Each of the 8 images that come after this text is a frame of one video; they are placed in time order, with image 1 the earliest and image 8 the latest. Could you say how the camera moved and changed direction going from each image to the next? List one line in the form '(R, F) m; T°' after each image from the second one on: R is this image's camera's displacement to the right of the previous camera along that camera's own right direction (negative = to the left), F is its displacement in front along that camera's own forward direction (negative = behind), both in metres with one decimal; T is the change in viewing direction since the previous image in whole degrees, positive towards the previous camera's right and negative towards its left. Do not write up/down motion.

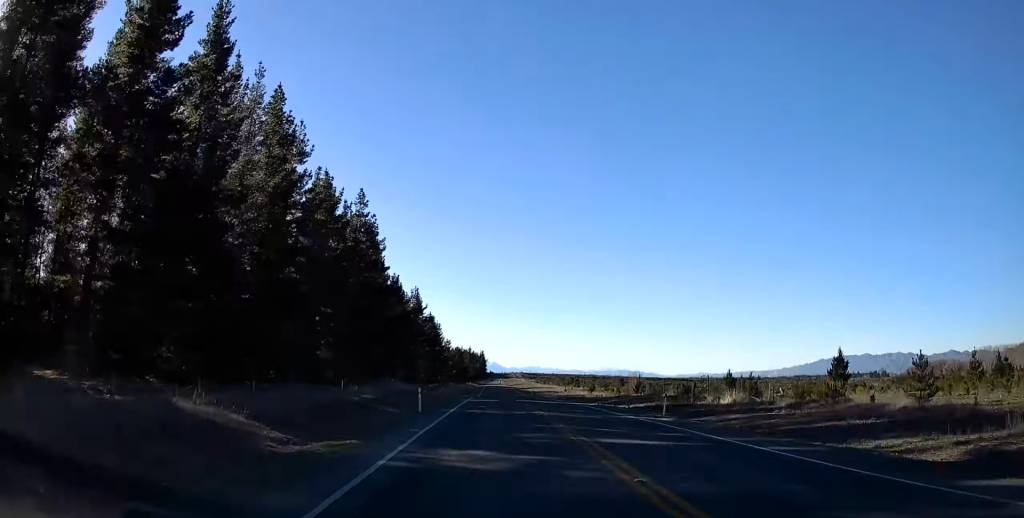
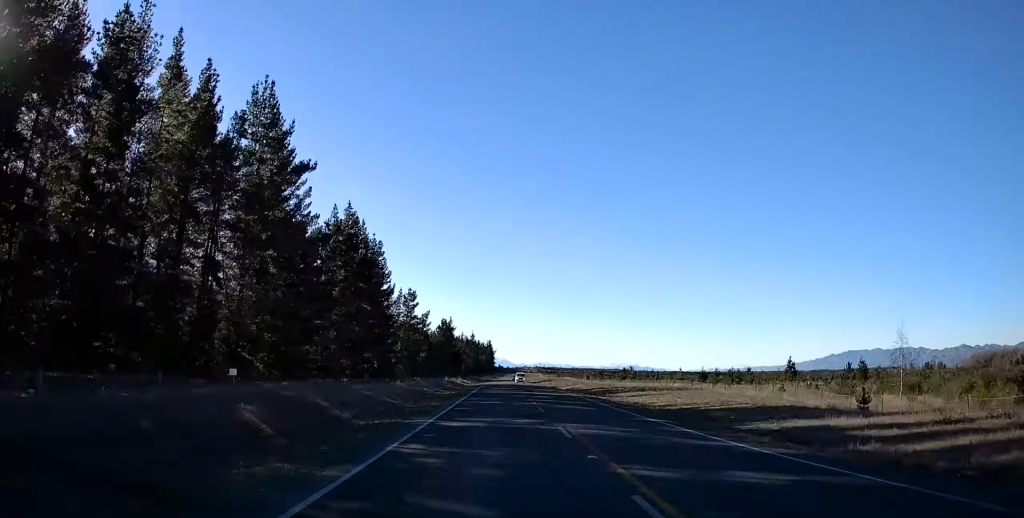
(-0.9, +120.2) m; -1°
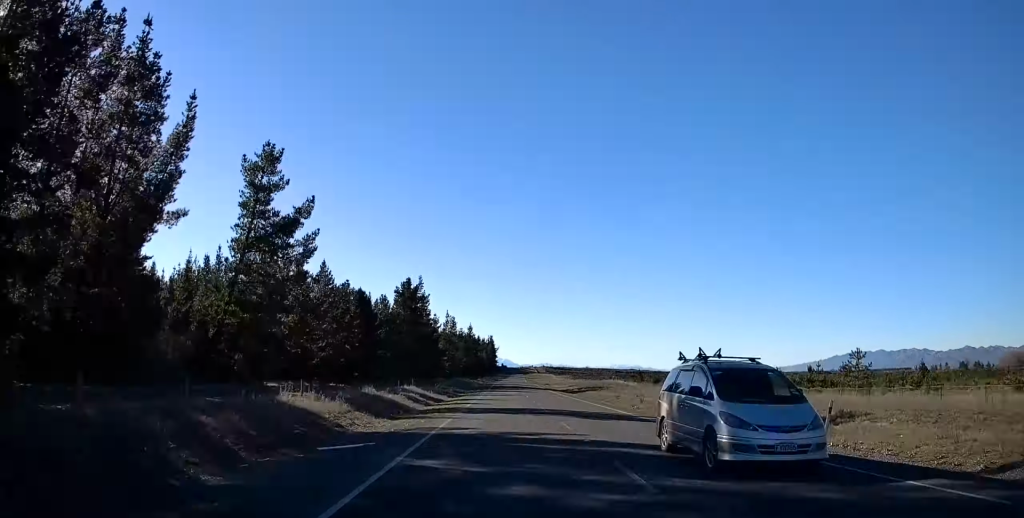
(-0.3, +76.3) m; 0°
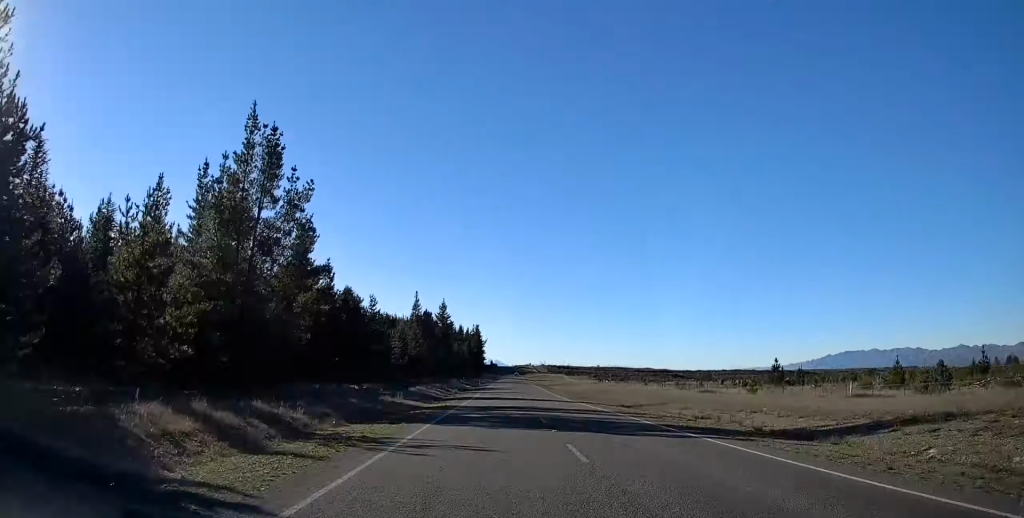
(+0.4, +116.1) m; +1°
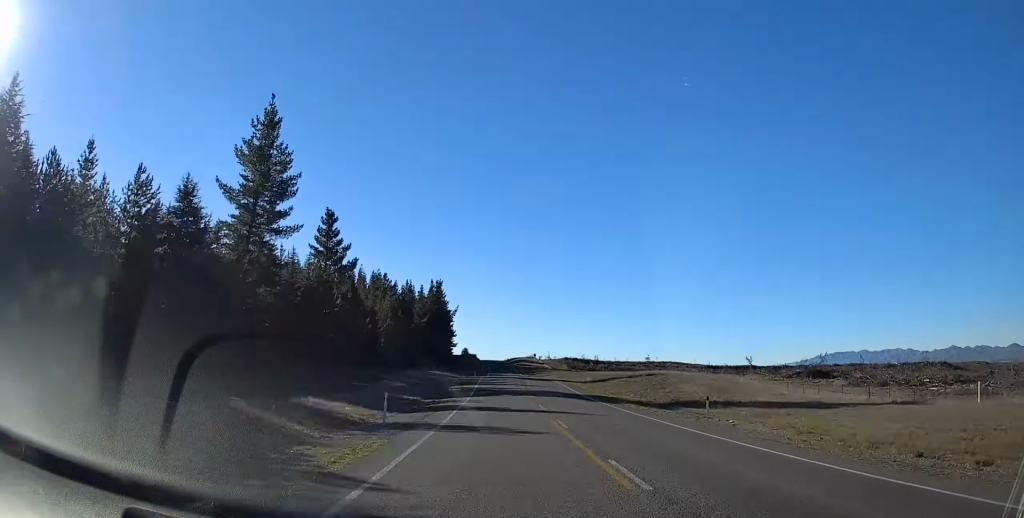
(+2.0, +181.0) m; +1°
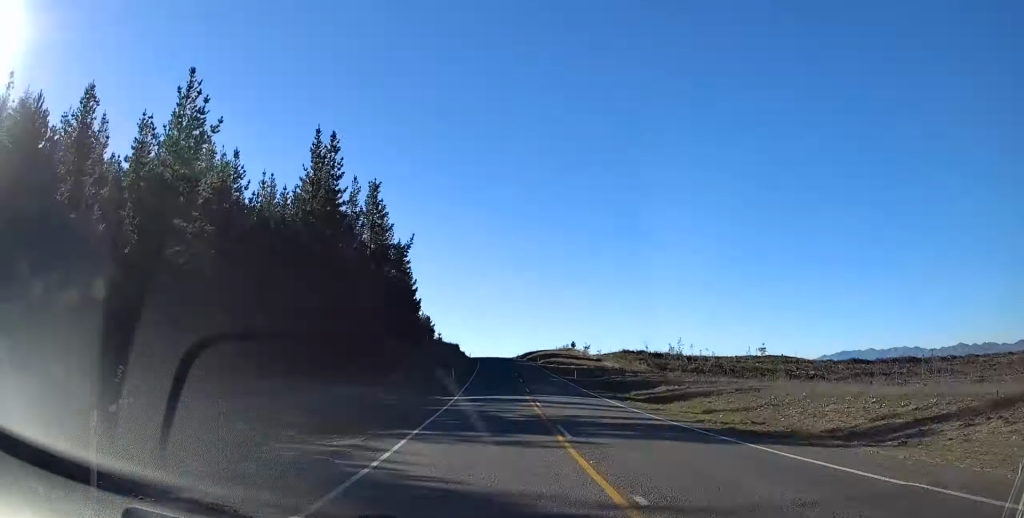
(-0.2, +115.2) m; -1°
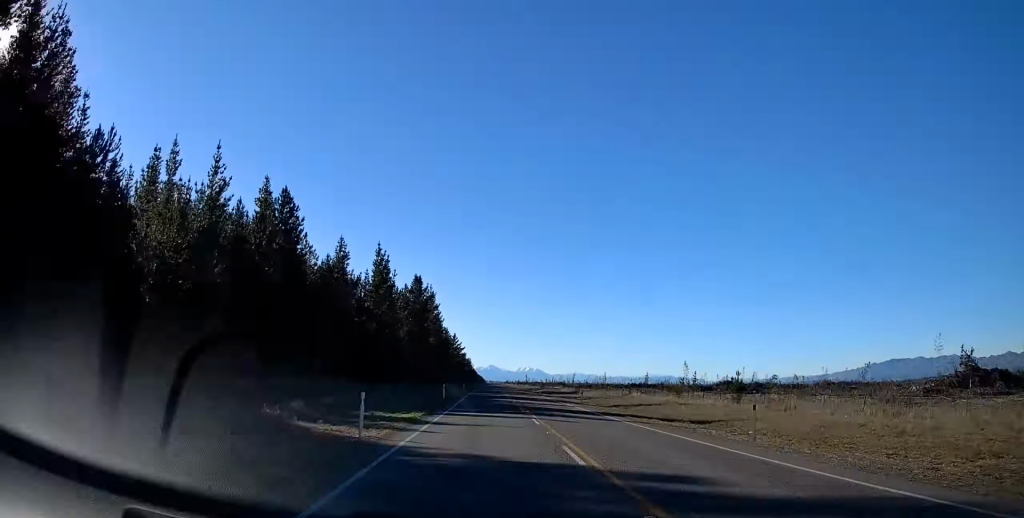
(-5.0, +165.7) m; -3°
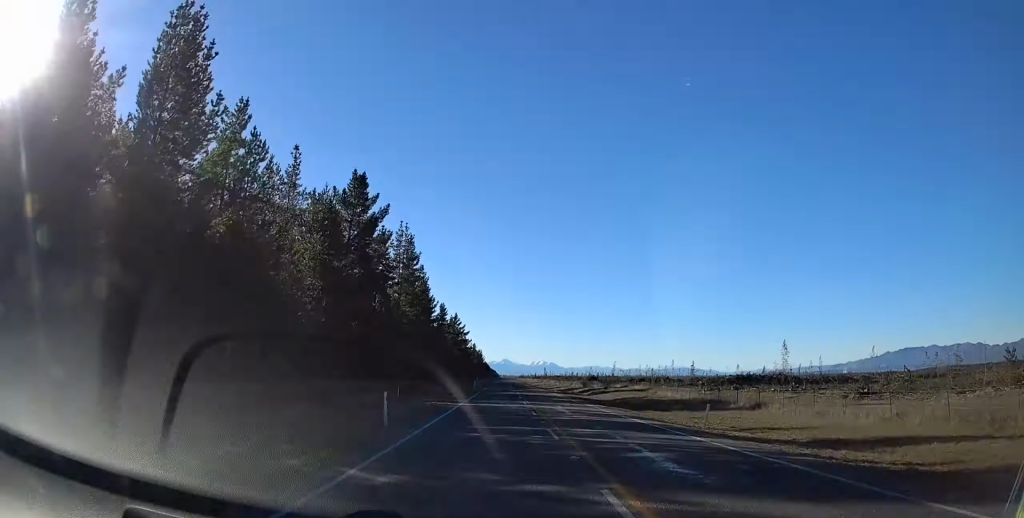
(-0.3, +65.0) m; -1°
